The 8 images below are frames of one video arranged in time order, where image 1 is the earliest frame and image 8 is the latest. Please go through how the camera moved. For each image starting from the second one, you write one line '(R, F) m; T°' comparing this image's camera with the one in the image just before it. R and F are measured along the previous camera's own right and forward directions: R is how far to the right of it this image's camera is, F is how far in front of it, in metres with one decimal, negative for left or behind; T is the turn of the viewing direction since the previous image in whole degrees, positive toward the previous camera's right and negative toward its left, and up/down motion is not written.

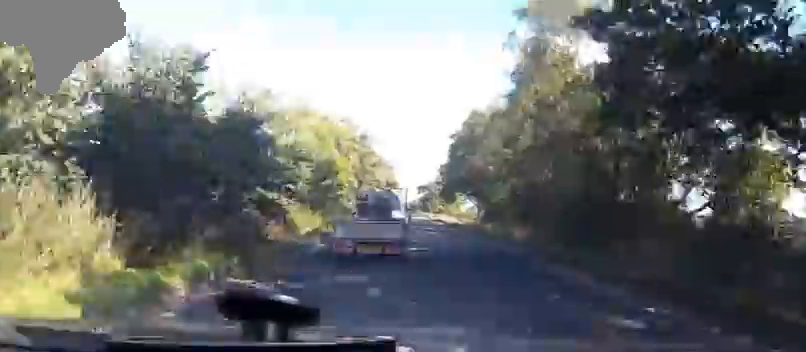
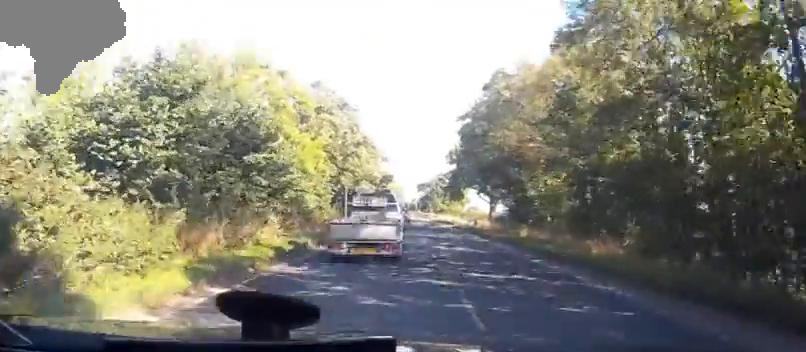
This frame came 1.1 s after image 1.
(0.0, +13.1) m; 0°
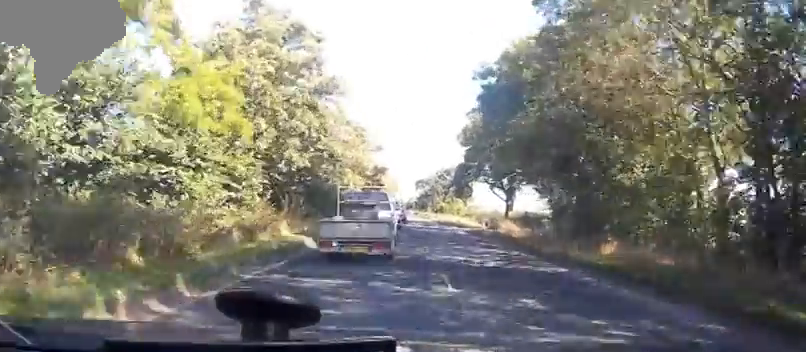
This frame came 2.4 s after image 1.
(+0.1, +14.4) m; +2°
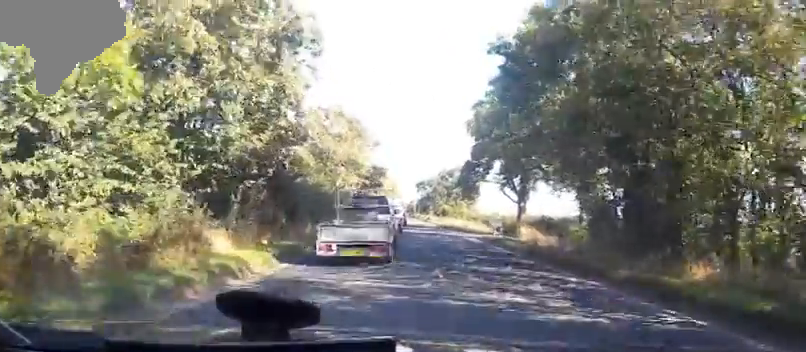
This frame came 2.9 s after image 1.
(+0.1, +6.4) m; +1°
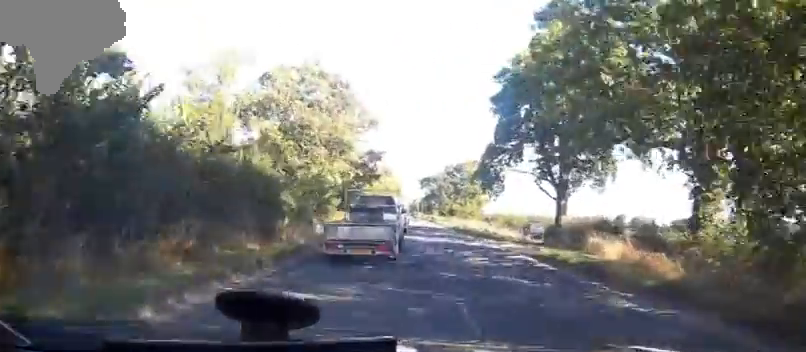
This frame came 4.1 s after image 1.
(+0.1, +13.3) m; -2°
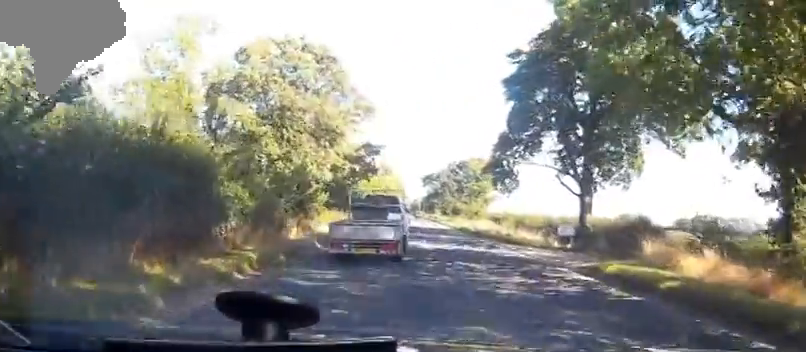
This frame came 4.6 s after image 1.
(-0.2, +5.6) m; 0°
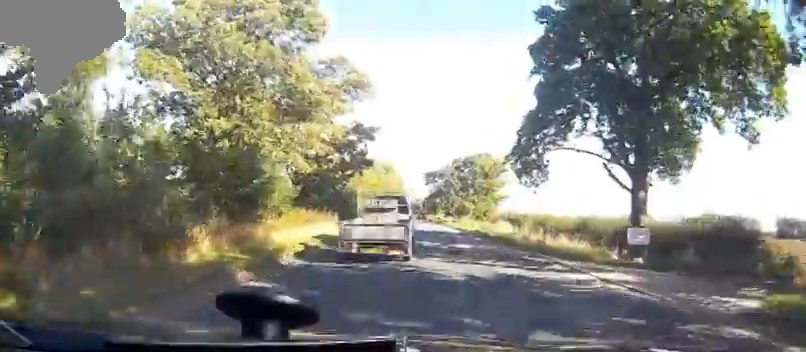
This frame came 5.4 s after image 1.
(-0.2, +8.2) m; 0°
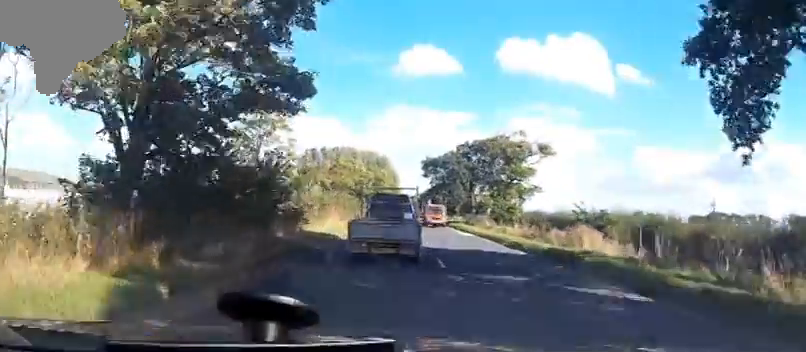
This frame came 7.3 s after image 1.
(0.0, +20.8) m; 0°
